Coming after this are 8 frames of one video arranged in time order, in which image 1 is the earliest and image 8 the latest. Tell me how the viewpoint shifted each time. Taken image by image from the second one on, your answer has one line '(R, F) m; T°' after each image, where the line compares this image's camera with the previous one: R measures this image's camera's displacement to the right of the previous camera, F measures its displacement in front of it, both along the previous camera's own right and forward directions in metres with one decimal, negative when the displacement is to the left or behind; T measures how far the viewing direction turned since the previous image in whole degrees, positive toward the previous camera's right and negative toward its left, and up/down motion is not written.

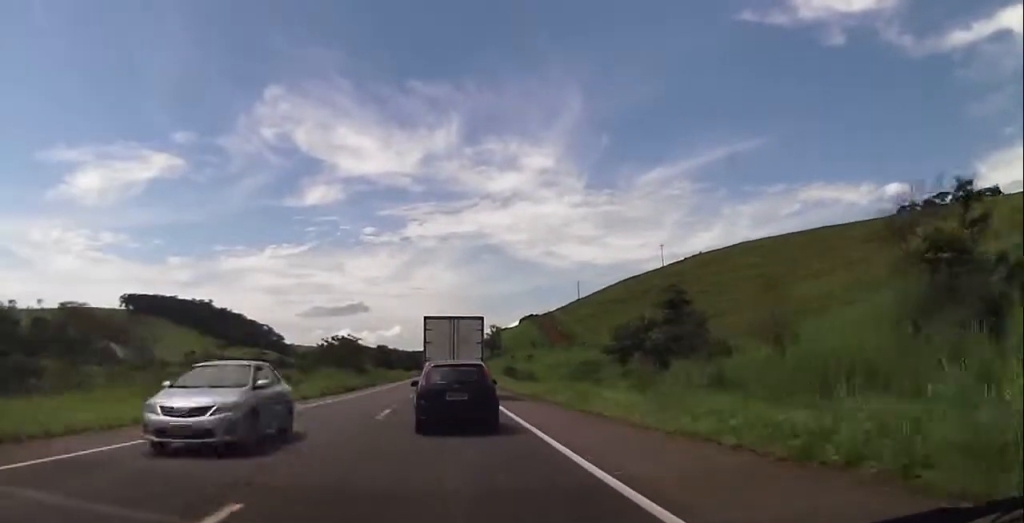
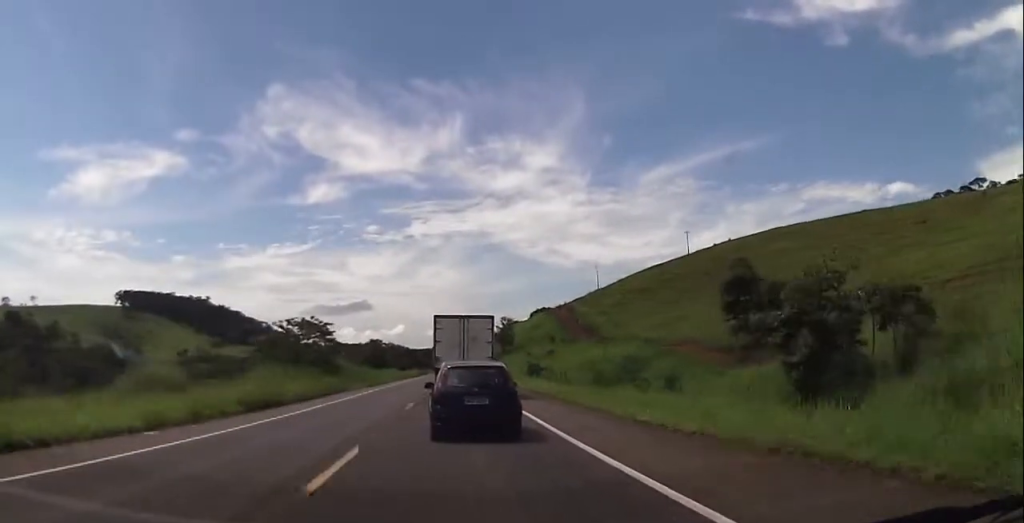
(-0.3, +27.5) m; -1°
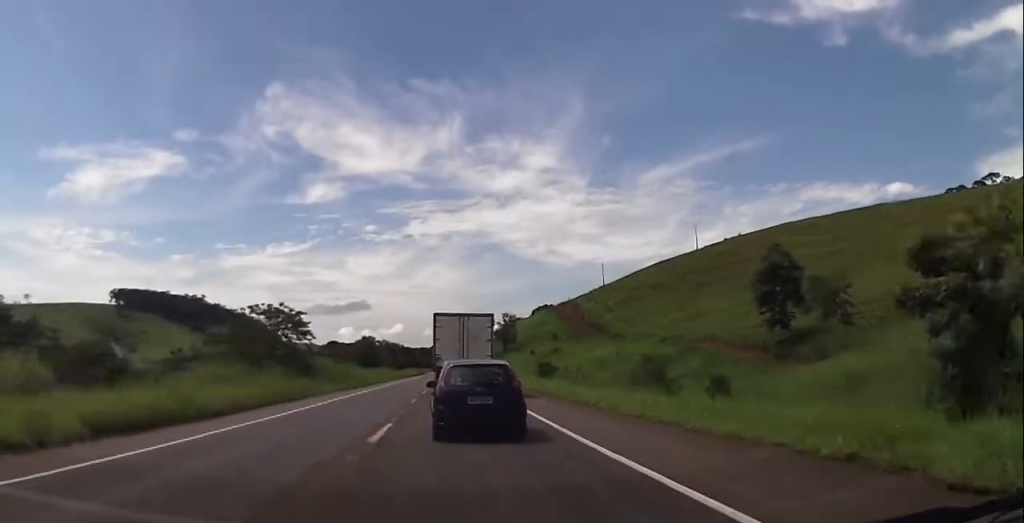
(-0.1, +11.5) m; 0°
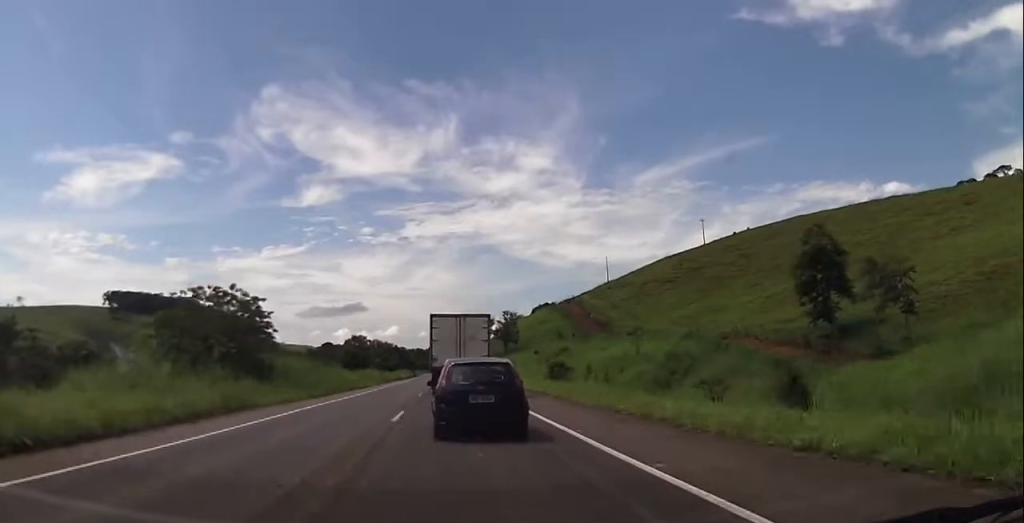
(0.0, +11.4) m; 0°
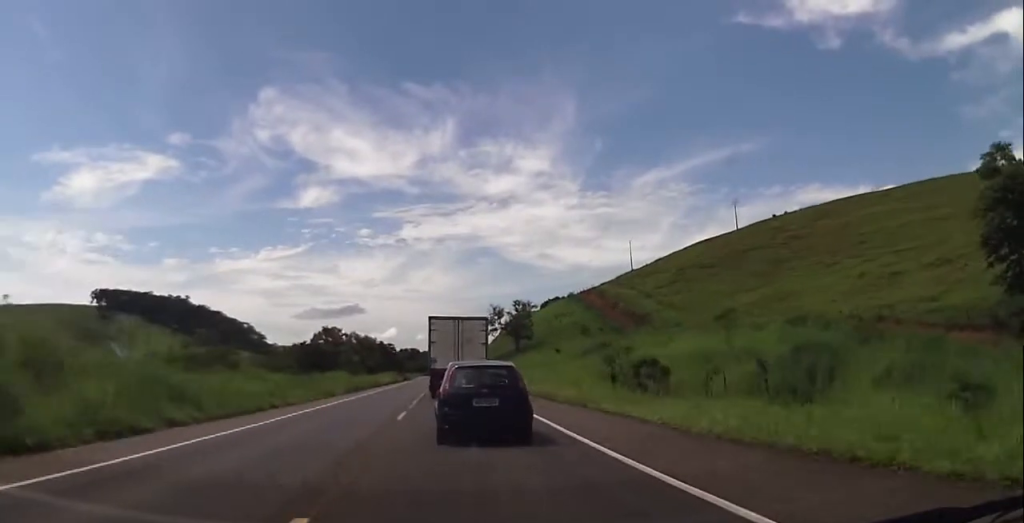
(+0.1, +30.4) m; +1°
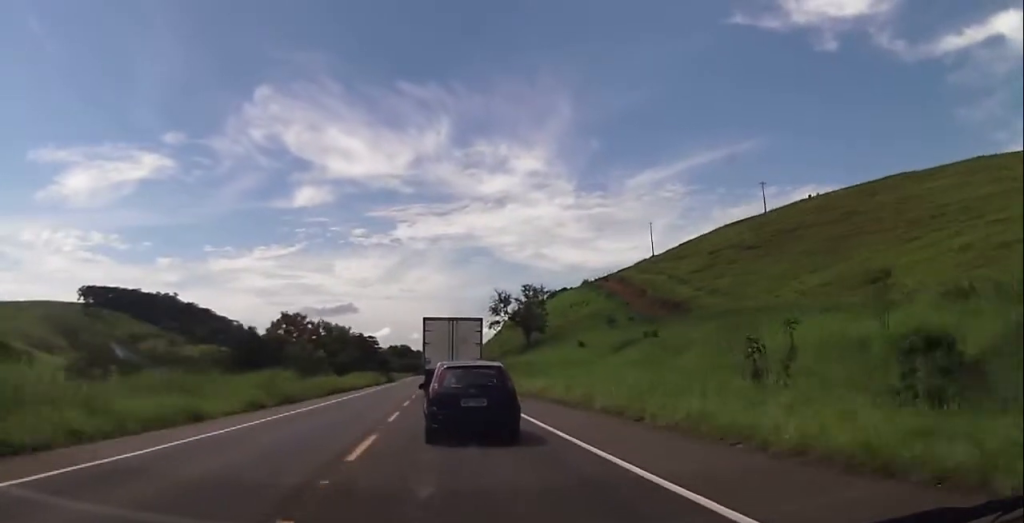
(+0.2, +23.9) m; 0°
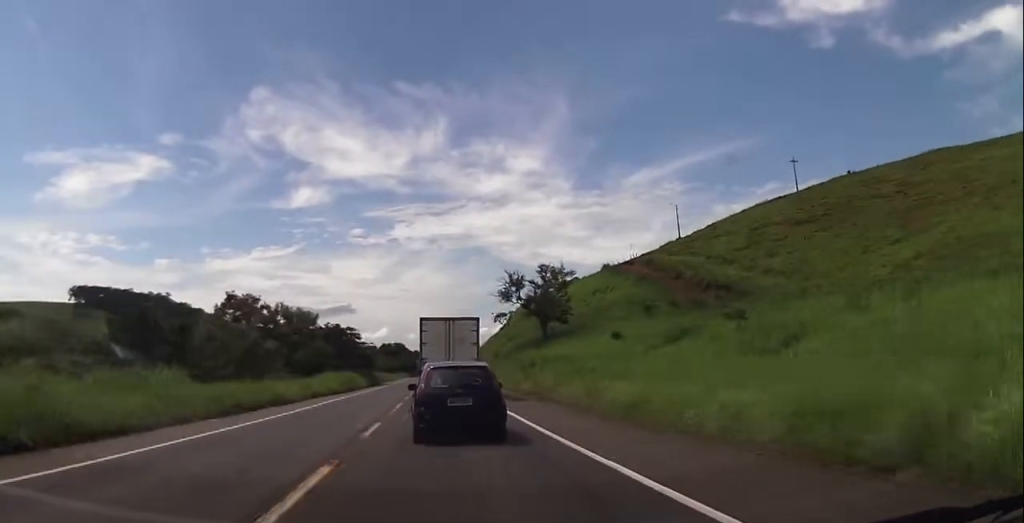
(+0.1, +20.7) m; 0°
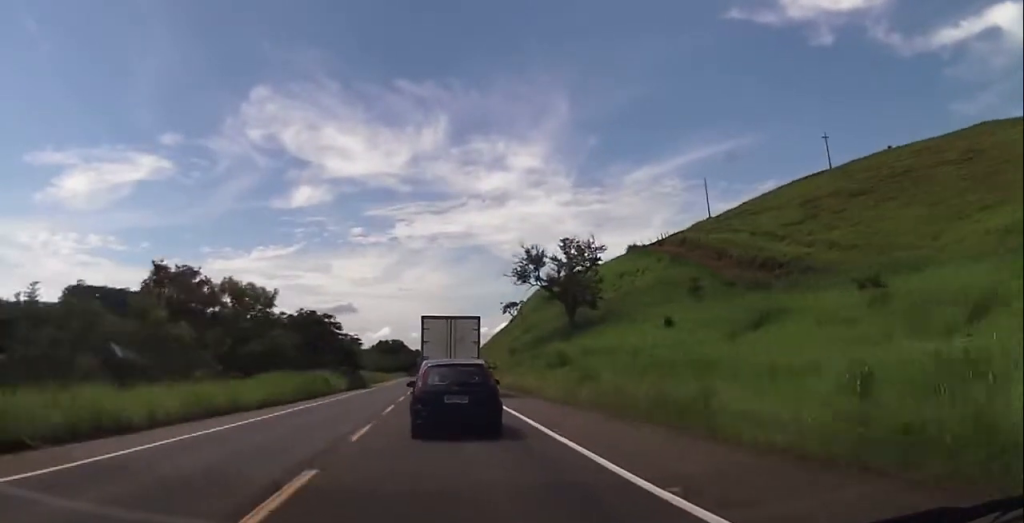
(-0.1, +16.6) m; 0°
